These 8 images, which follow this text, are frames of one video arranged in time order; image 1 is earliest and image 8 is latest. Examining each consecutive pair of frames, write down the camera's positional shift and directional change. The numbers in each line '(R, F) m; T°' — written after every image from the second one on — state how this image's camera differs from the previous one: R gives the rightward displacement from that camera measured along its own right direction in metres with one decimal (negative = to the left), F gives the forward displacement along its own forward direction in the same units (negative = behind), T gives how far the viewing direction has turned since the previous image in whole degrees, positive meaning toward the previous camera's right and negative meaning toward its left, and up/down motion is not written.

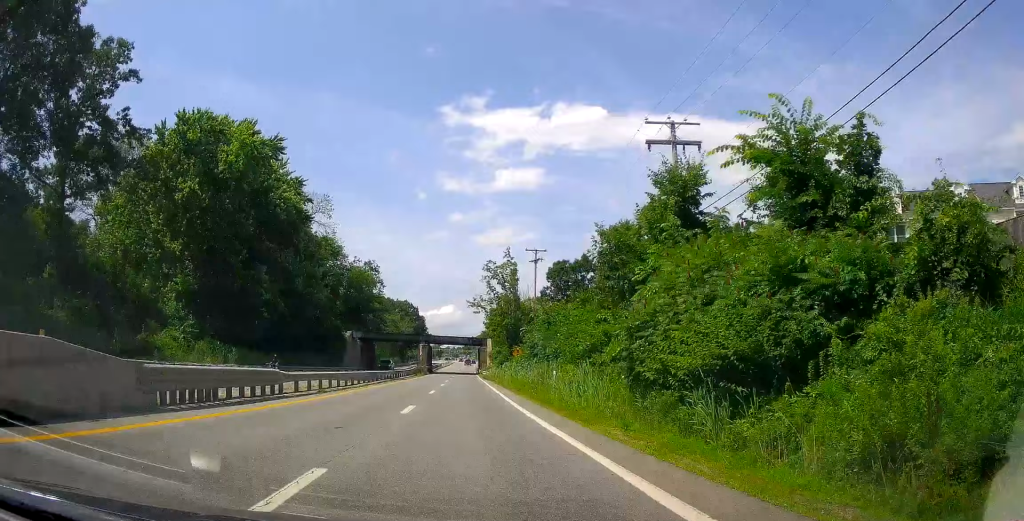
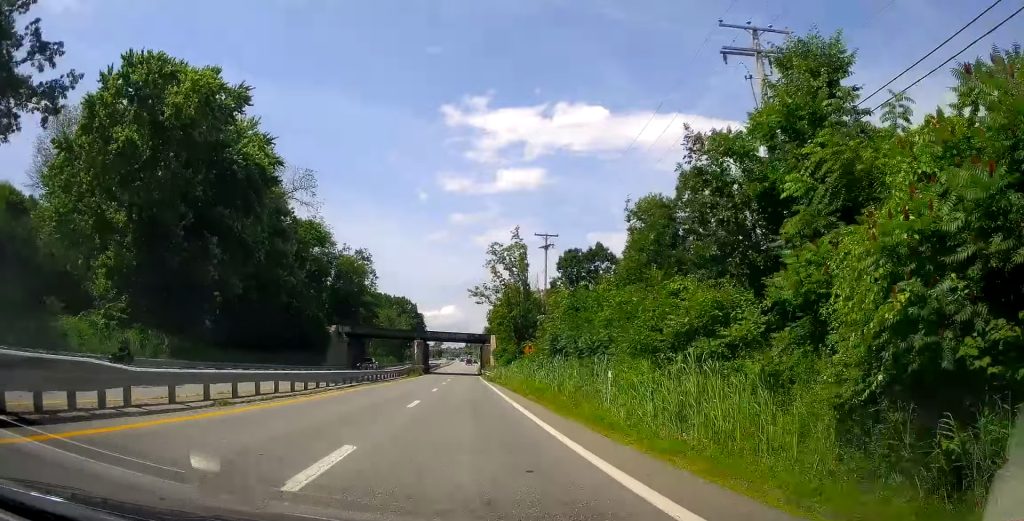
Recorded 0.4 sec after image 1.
(0.0, +10.0) m; 0°
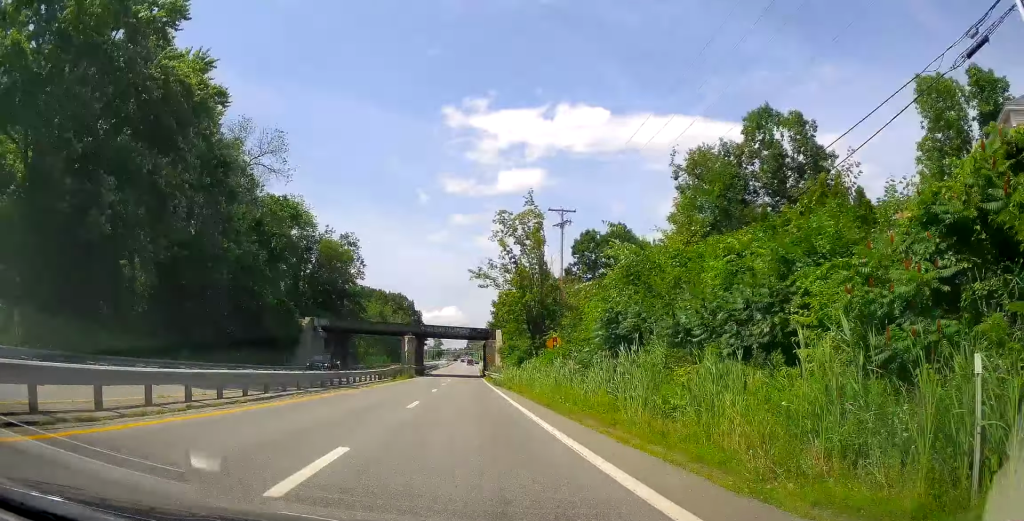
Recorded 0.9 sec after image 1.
(+0.1, +12.5) m; 0°
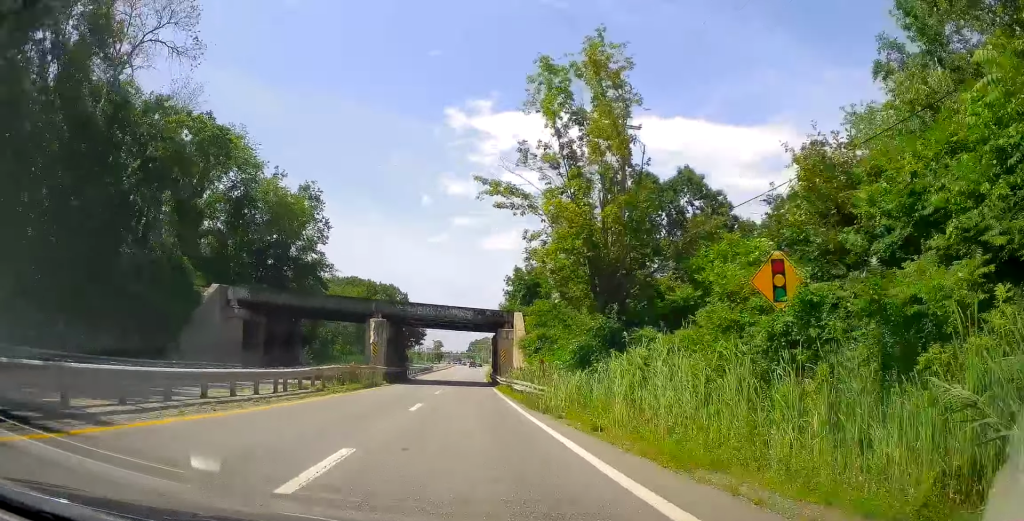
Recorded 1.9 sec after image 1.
(-0.2, +24.1) m; -1°
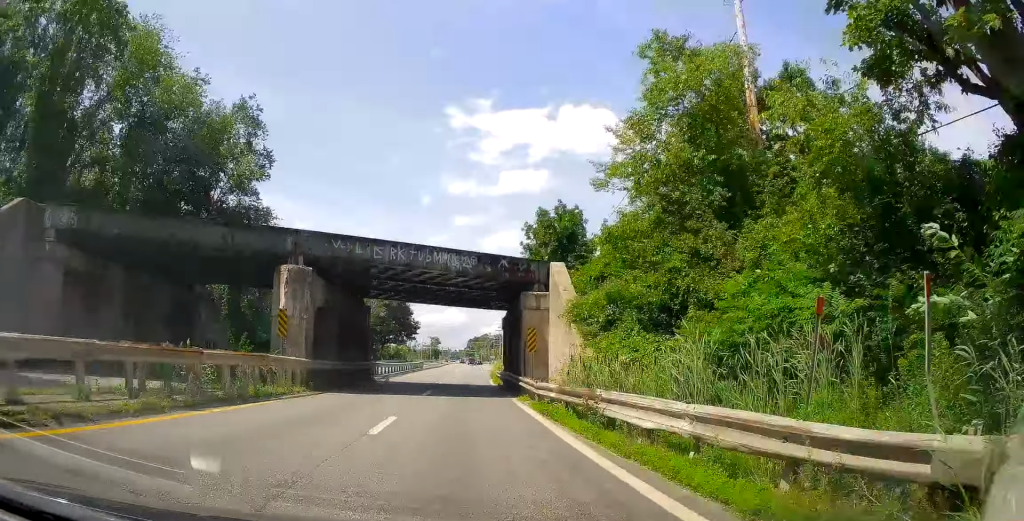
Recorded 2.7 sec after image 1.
(-0.1, +19.8) m; 0°
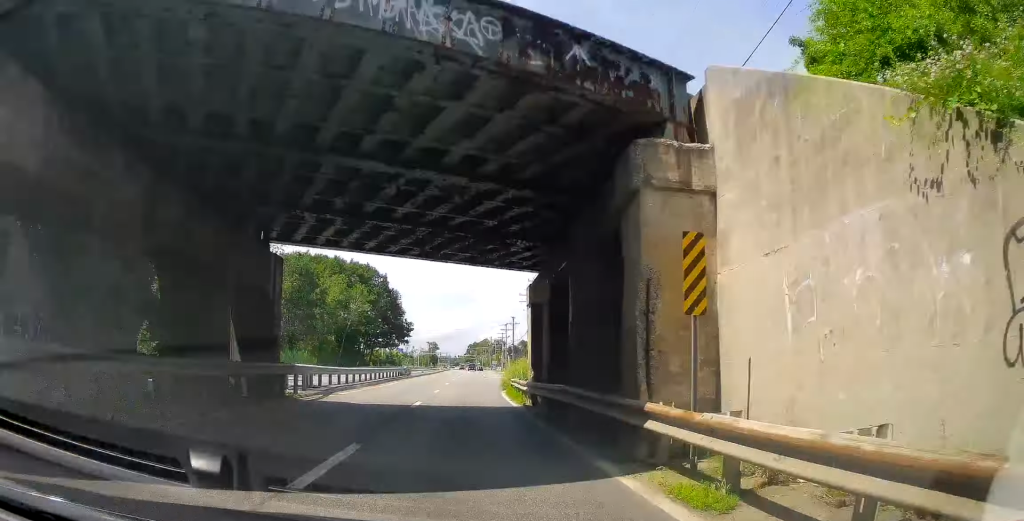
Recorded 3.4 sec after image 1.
(0.0, +17.1) m; 0°
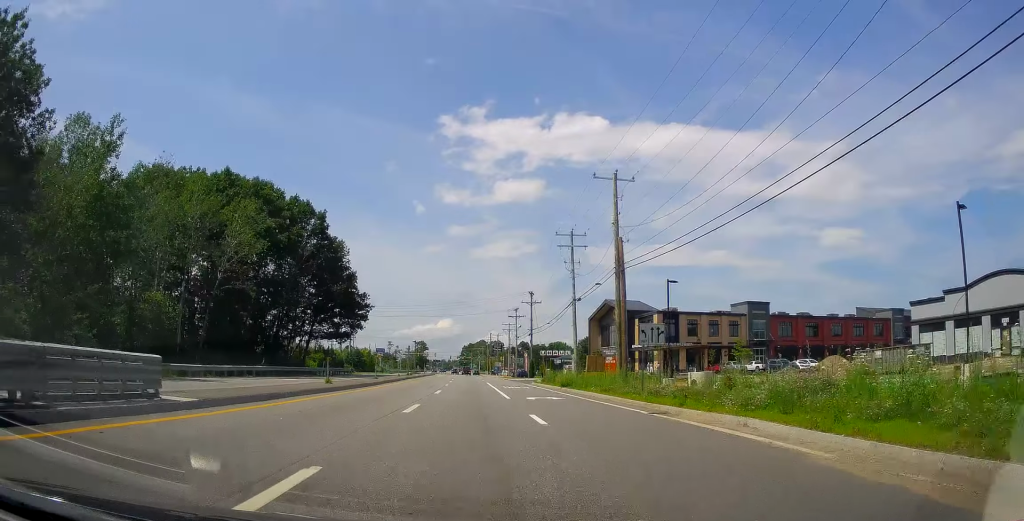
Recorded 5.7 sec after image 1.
(-0.1, +53.7) m; +1°
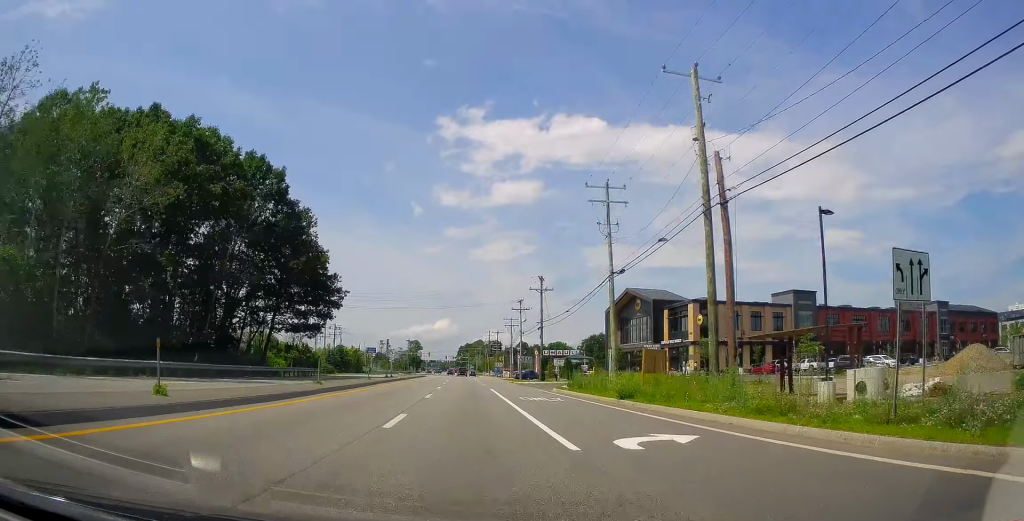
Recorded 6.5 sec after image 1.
(+0.3, +17.6) m; 0°
